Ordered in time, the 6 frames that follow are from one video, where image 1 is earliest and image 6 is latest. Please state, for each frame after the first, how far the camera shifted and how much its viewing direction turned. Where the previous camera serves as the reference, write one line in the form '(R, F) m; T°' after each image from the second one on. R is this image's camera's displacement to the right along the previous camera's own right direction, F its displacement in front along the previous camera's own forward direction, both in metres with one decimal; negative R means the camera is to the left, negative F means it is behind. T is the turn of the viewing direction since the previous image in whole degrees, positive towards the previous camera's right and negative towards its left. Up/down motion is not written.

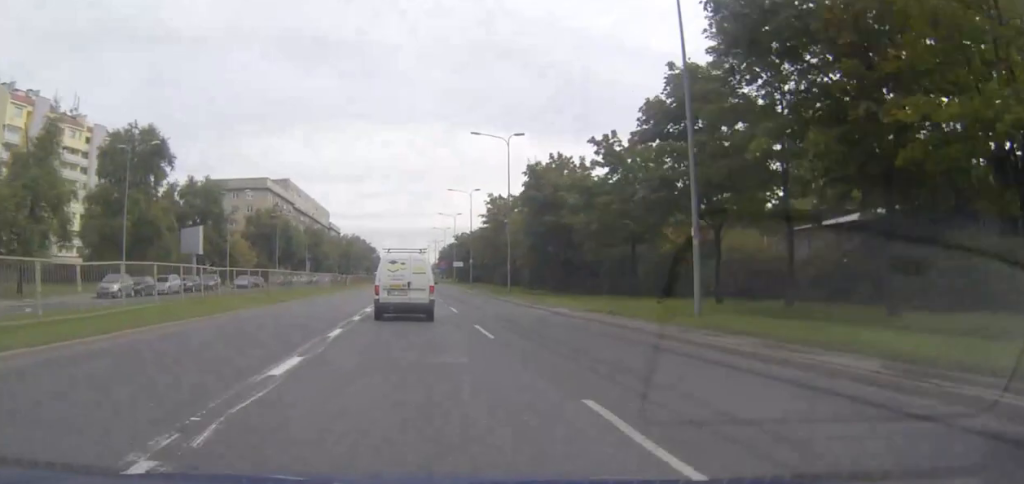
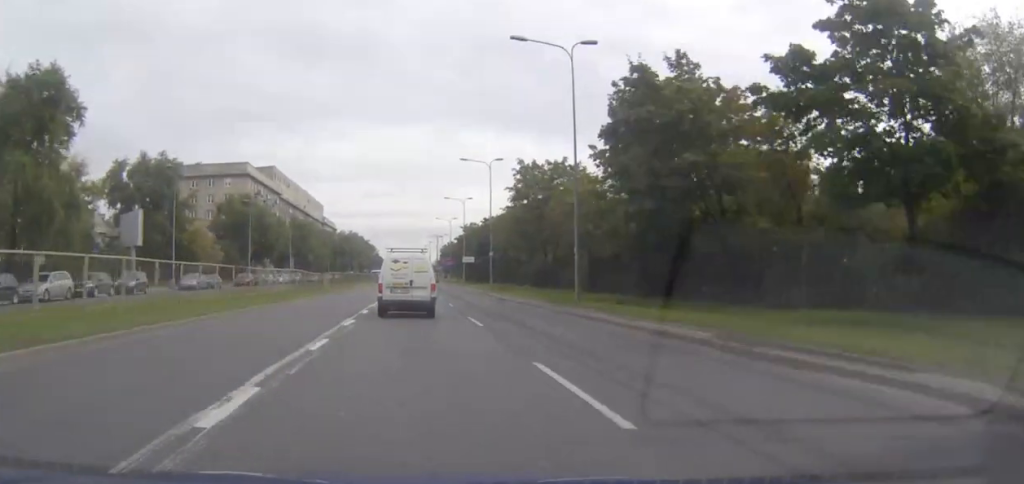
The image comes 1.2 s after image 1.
(0.0, +20.8) m; 0°
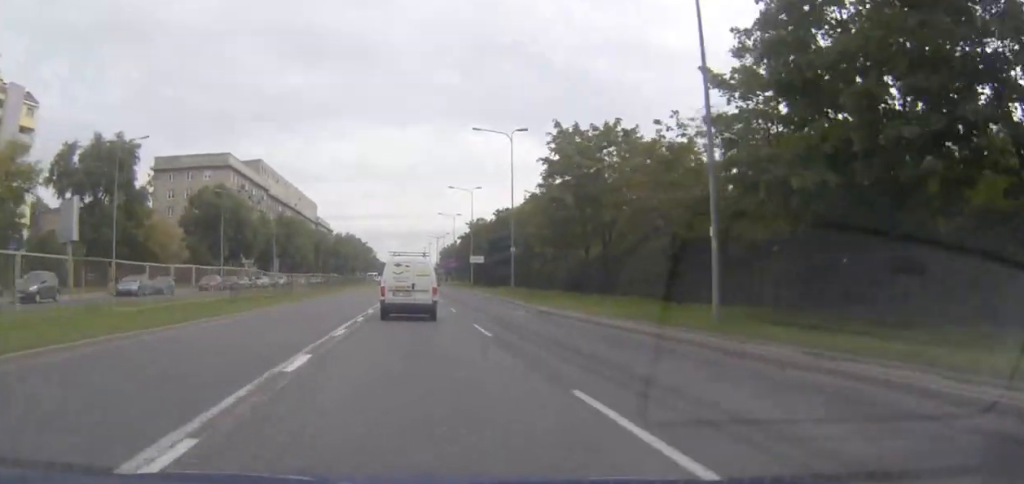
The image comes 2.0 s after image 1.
(0.0, +14.2) m; 0°
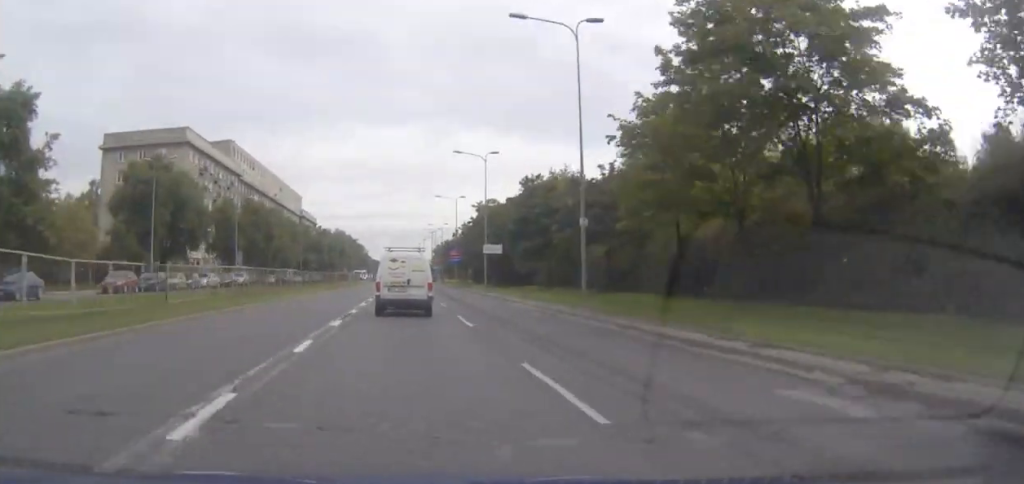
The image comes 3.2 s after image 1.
(+0.1, +22.0) m; 0°
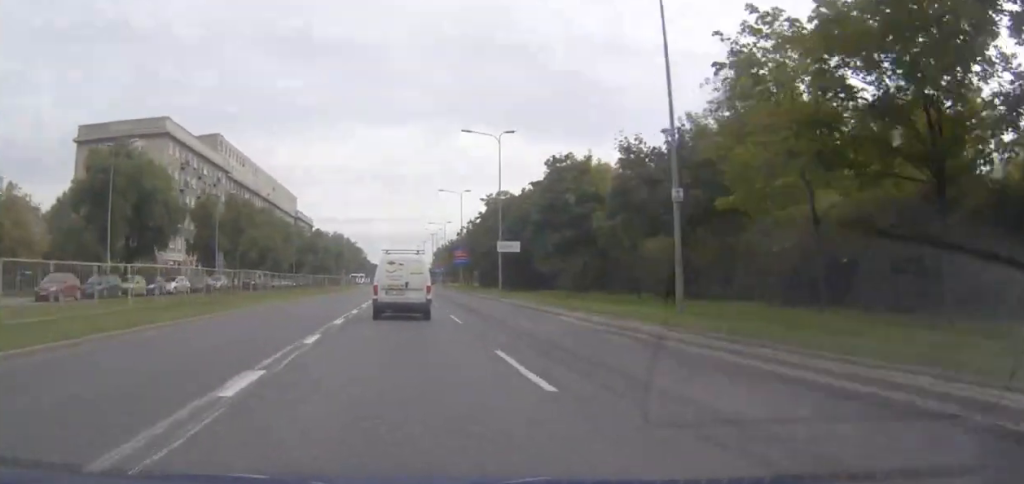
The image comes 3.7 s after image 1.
(0.0, +10.0) m; 0°
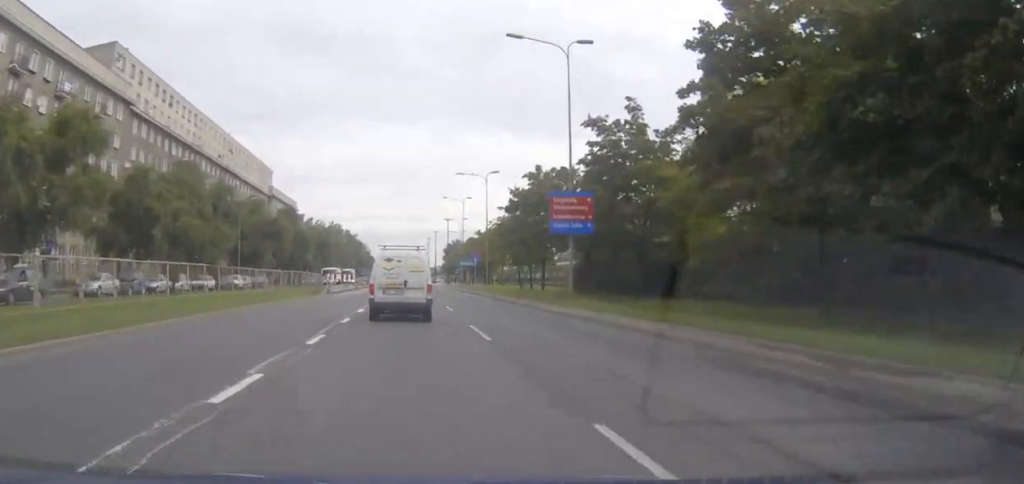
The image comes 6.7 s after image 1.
(-0.2, +55.0) m; 0°
